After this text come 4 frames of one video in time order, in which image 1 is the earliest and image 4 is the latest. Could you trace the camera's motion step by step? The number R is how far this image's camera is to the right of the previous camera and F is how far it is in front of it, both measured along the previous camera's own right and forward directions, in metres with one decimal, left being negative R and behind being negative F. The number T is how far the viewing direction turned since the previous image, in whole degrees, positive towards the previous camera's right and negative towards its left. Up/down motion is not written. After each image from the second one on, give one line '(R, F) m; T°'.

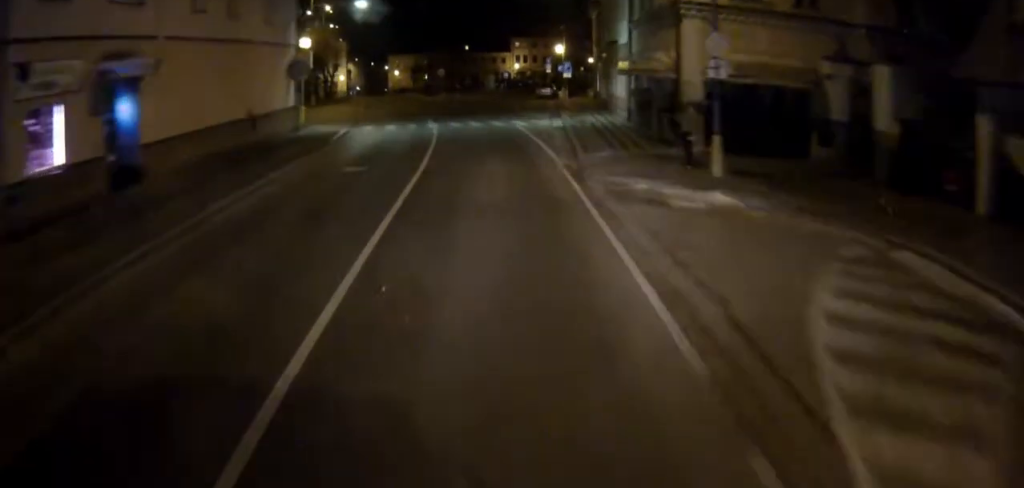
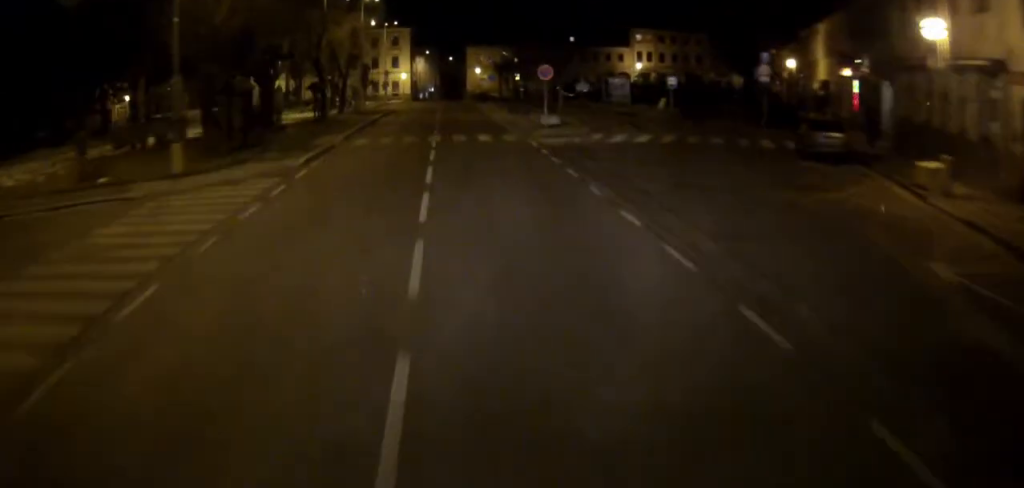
(-11.5, +33.8) m; -20°
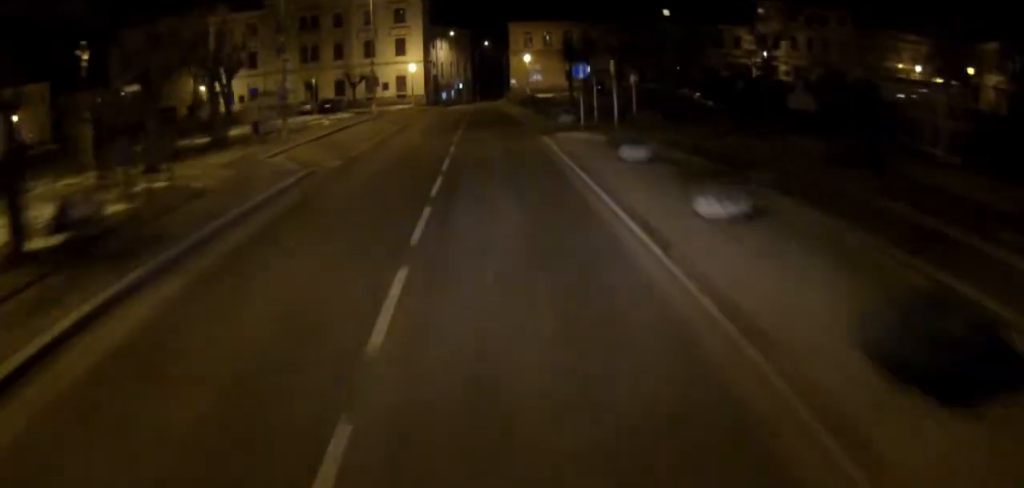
(+2.9, +37.3) m; +8°
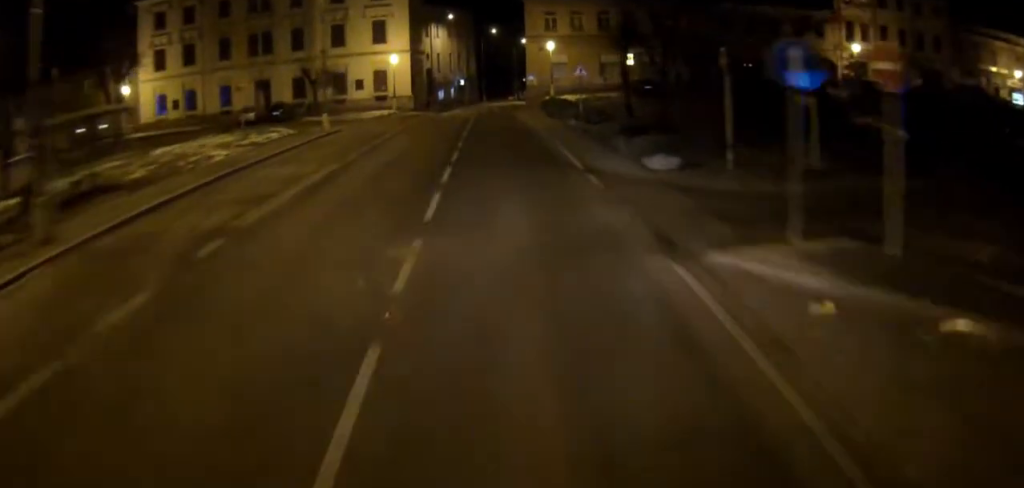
(-0.5, +17.9) m; -4°
